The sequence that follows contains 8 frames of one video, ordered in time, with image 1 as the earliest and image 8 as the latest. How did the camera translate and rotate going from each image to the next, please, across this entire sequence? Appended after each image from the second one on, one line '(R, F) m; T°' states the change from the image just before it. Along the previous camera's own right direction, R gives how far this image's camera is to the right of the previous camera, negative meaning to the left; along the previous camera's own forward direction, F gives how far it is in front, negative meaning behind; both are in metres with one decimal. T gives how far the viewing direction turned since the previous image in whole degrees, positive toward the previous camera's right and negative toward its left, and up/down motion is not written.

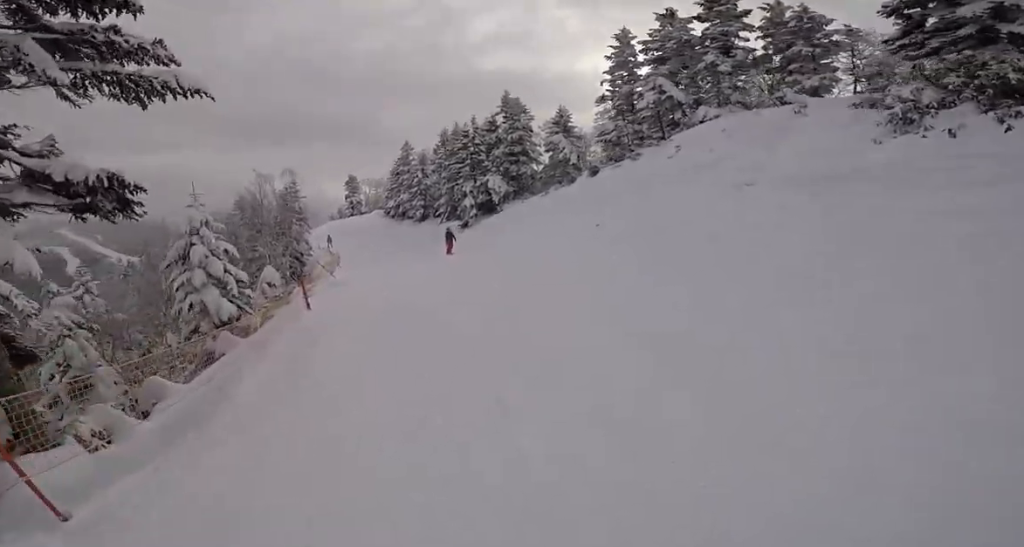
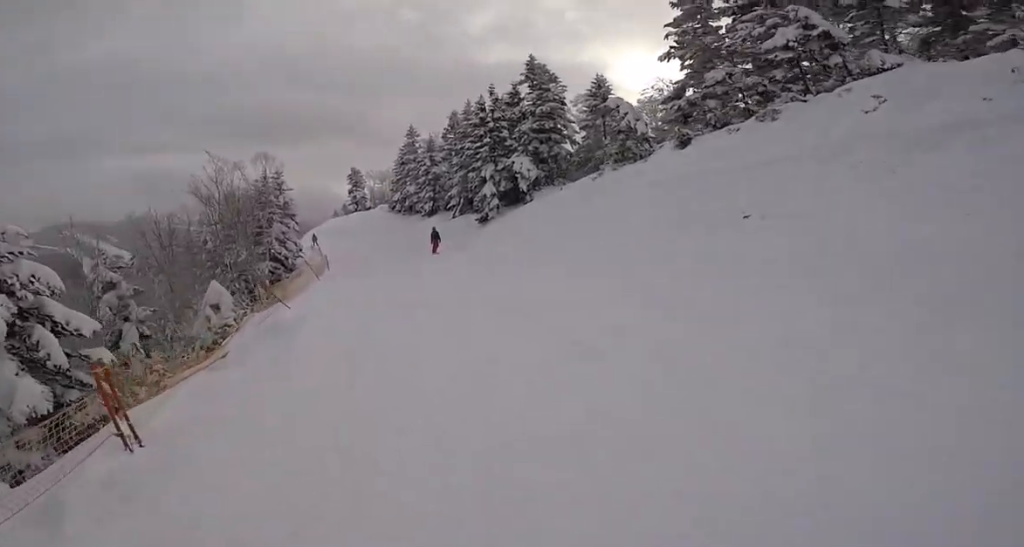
(+0.7, +6.4) m; 0°
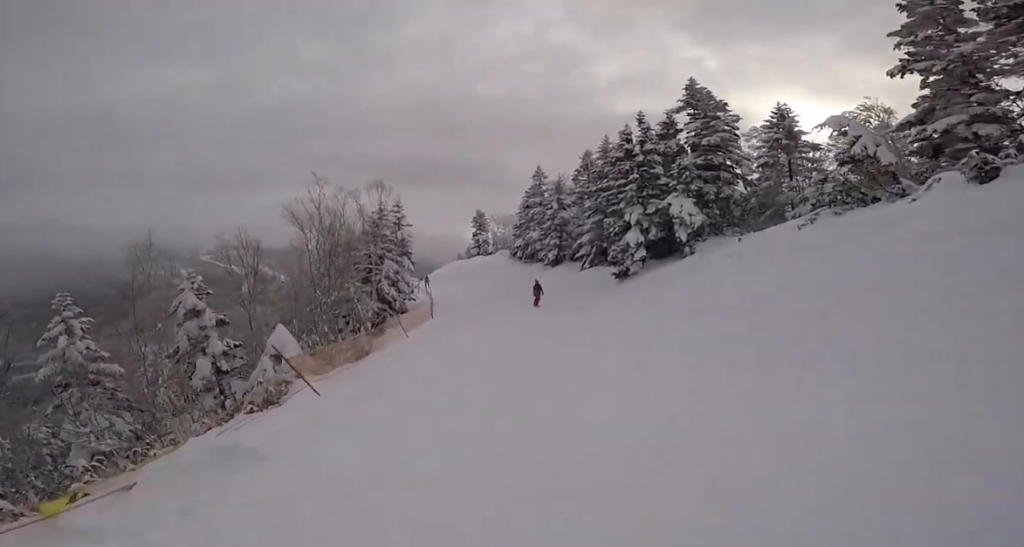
(-0.4, +4.4) m; -6°
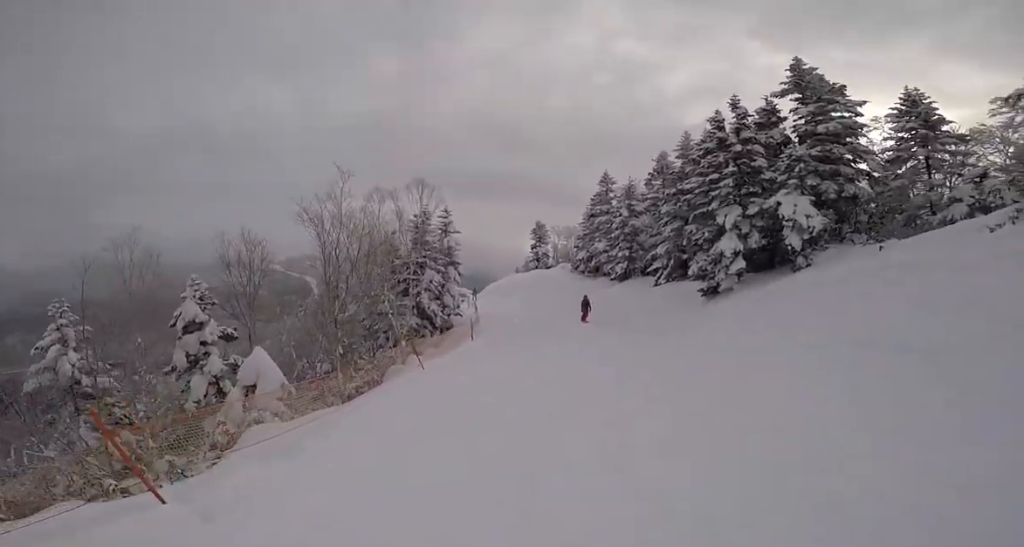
(-0.3, +3.5) m; -5°
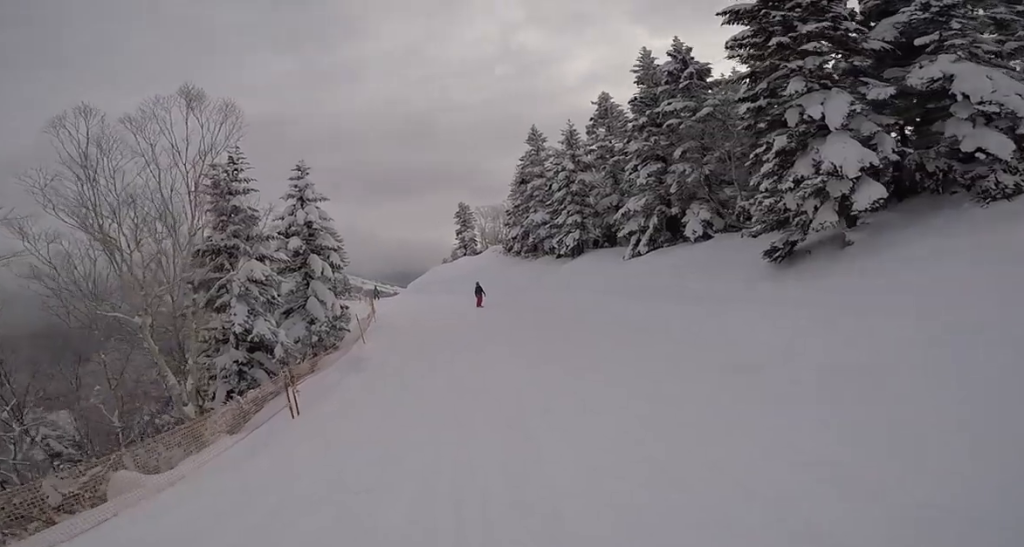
(0.0, +10.4) m; 0°
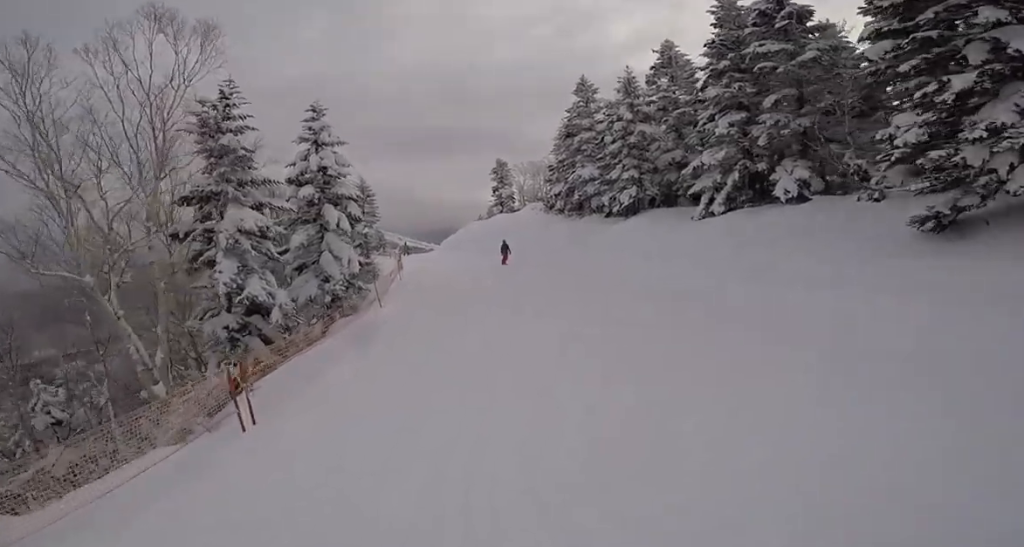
(0.0, +2.3) m; -1°
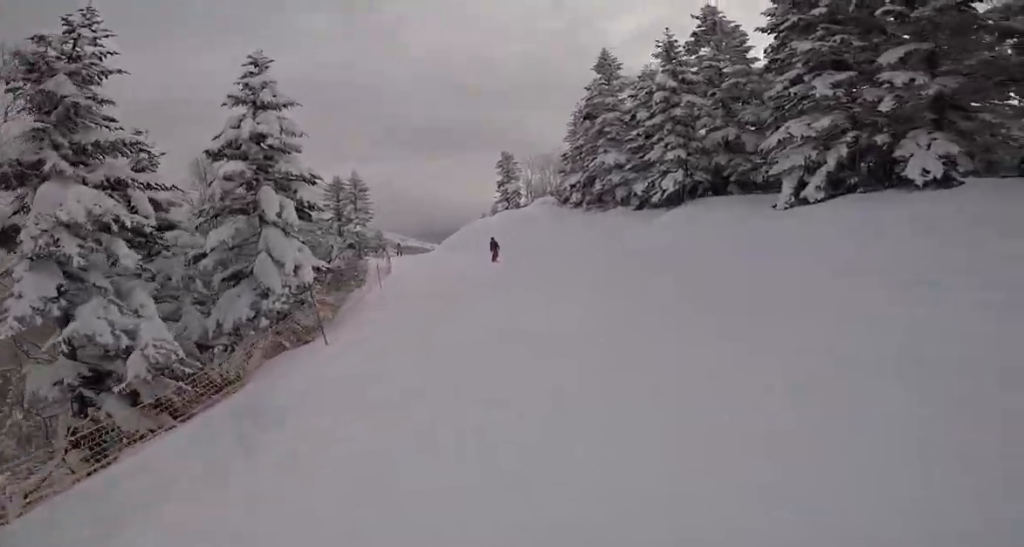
(0.0, +4.2) m; -2°
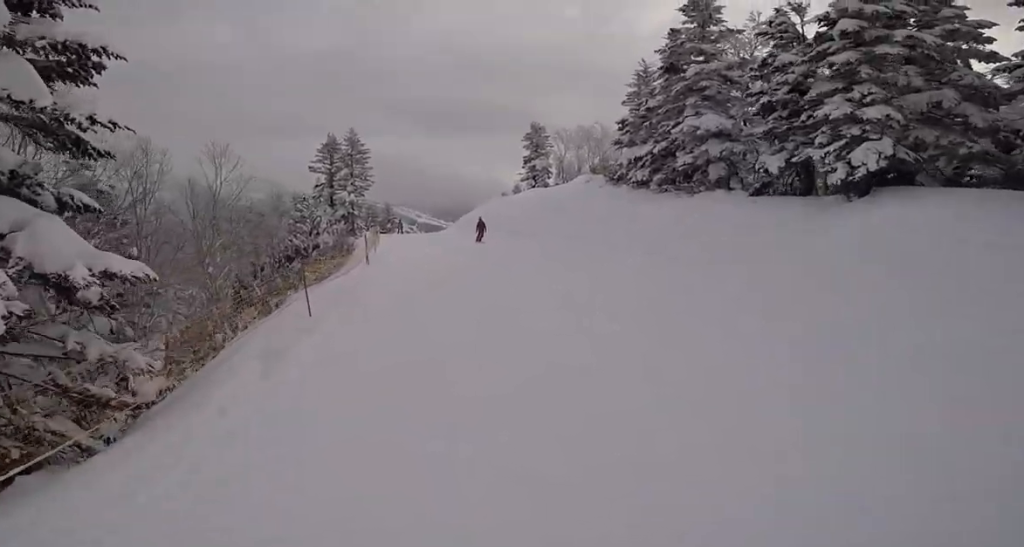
(-0.8, +6.9) m; -10°
